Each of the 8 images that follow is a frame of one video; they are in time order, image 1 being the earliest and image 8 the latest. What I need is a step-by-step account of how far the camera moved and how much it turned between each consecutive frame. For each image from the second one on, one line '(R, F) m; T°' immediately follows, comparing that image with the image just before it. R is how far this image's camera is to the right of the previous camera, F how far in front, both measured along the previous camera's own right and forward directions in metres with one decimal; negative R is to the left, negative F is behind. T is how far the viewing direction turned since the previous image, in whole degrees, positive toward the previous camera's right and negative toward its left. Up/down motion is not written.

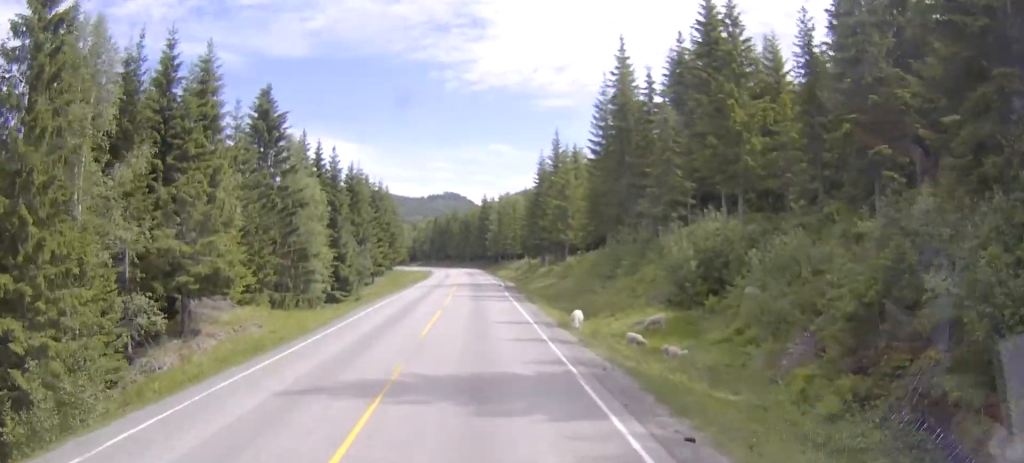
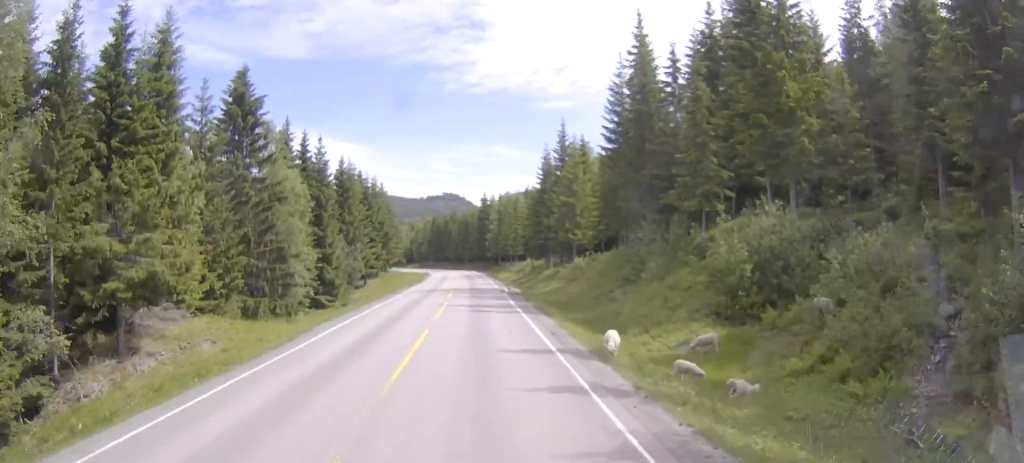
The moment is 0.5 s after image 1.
(0.0, +5.8) m; 0°
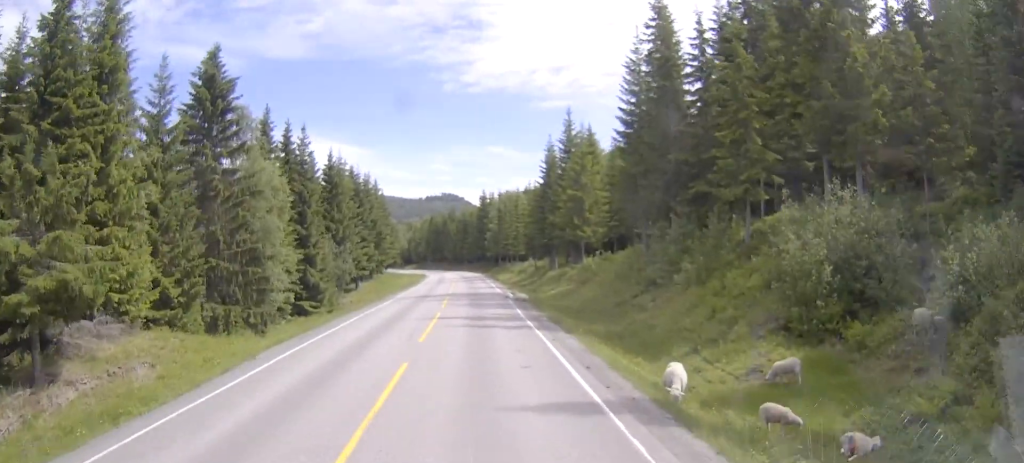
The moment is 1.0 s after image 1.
(+0.1, +5.4) m; 0°
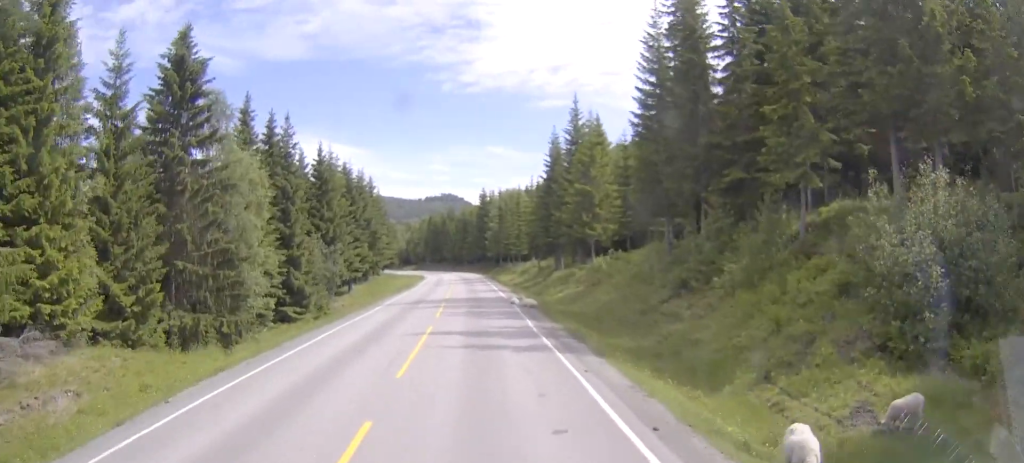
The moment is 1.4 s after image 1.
(-0.1, +4.8) m; 0°
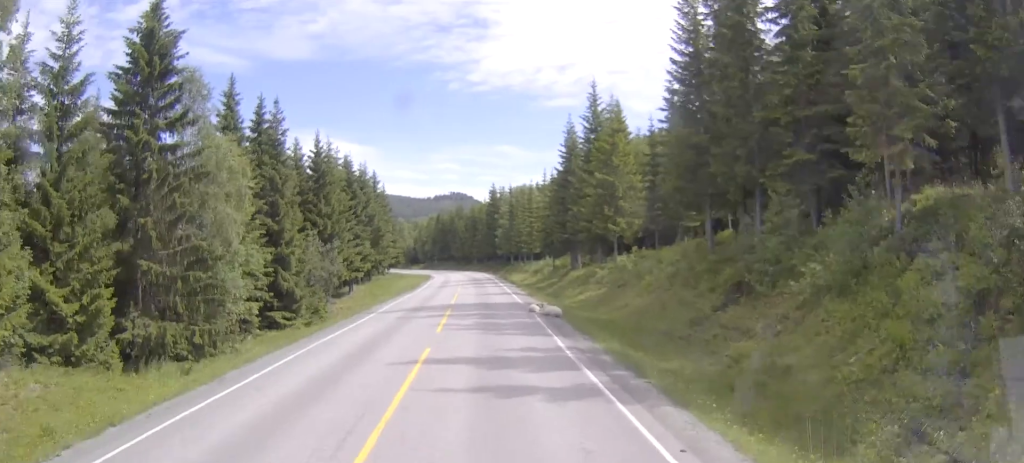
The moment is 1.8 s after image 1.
(-0.1, +4.8) m; 0°
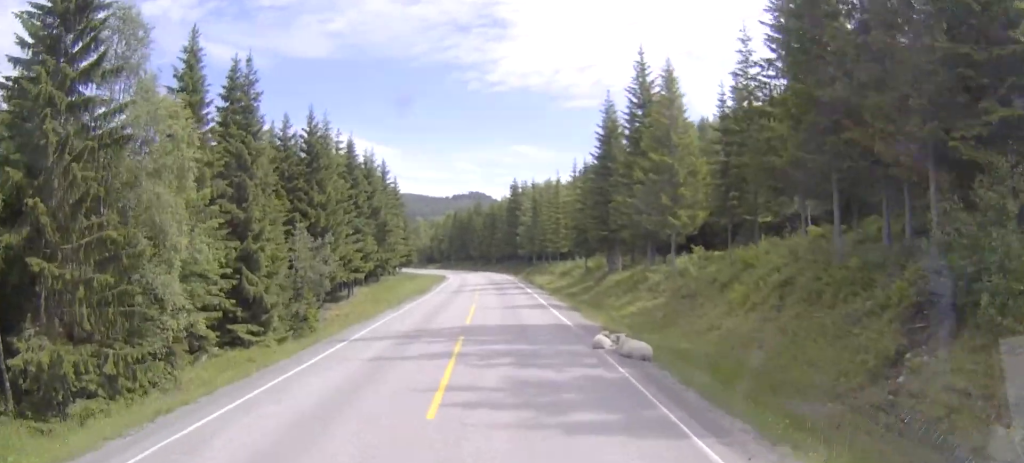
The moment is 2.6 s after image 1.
(0.0, +9.6) m; 0°
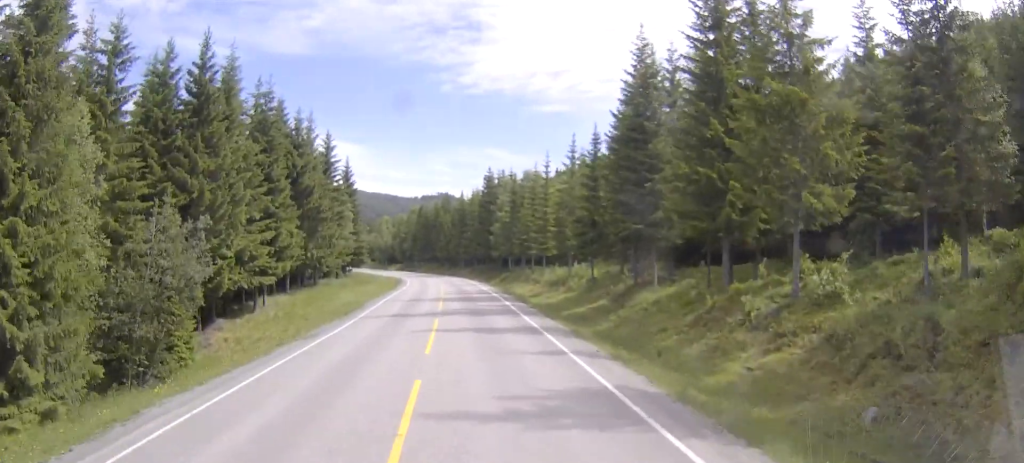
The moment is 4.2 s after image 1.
(+0.1, +17.9) m; +1°
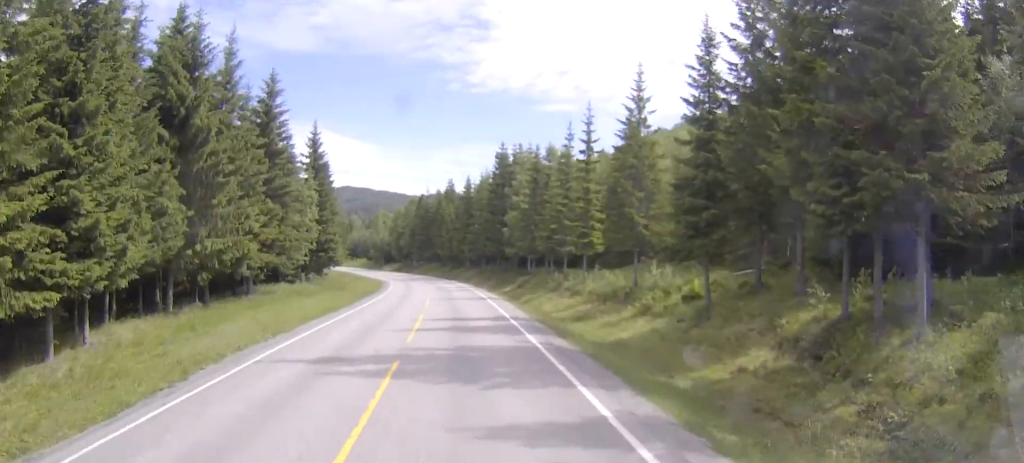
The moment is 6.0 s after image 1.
(+0.1, +21.6) m; 0°
